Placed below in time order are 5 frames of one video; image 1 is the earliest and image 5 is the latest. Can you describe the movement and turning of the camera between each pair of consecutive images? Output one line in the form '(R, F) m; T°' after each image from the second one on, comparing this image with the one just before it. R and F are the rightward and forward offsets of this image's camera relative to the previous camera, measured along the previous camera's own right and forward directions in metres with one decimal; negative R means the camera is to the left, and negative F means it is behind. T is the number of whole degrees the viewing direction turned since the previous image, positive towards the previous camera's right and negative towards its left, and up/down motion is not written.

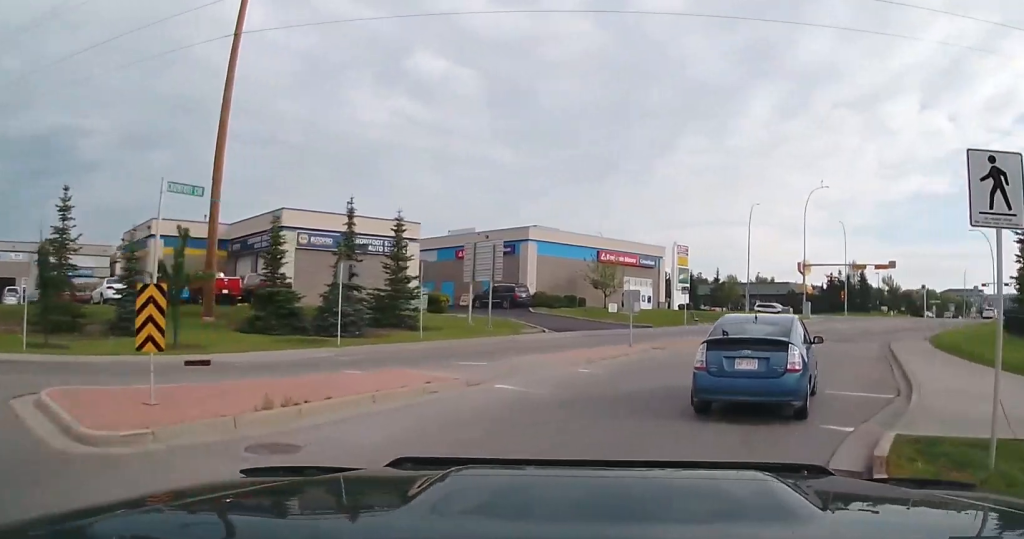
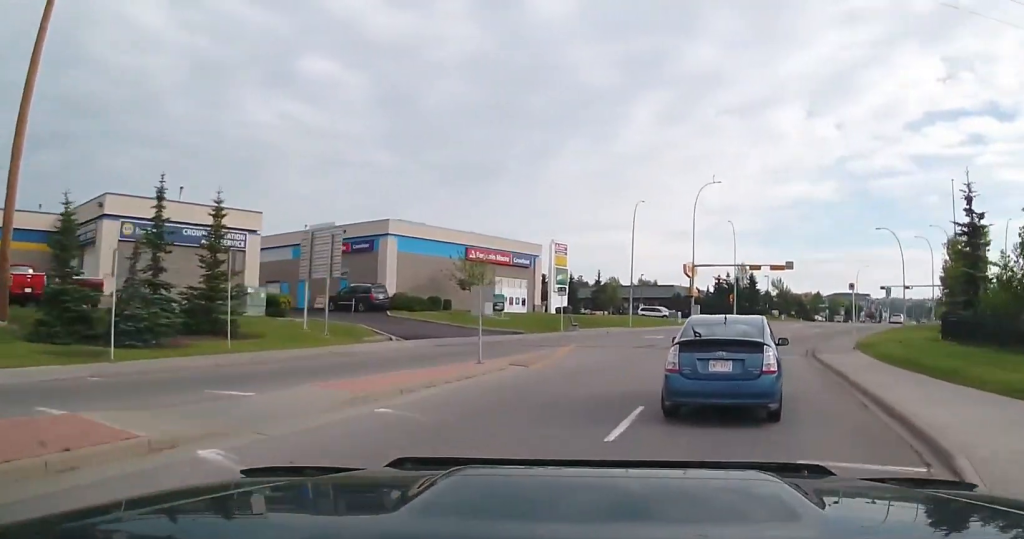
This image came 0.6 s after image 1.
(-0.4, +5.9) m; 0°
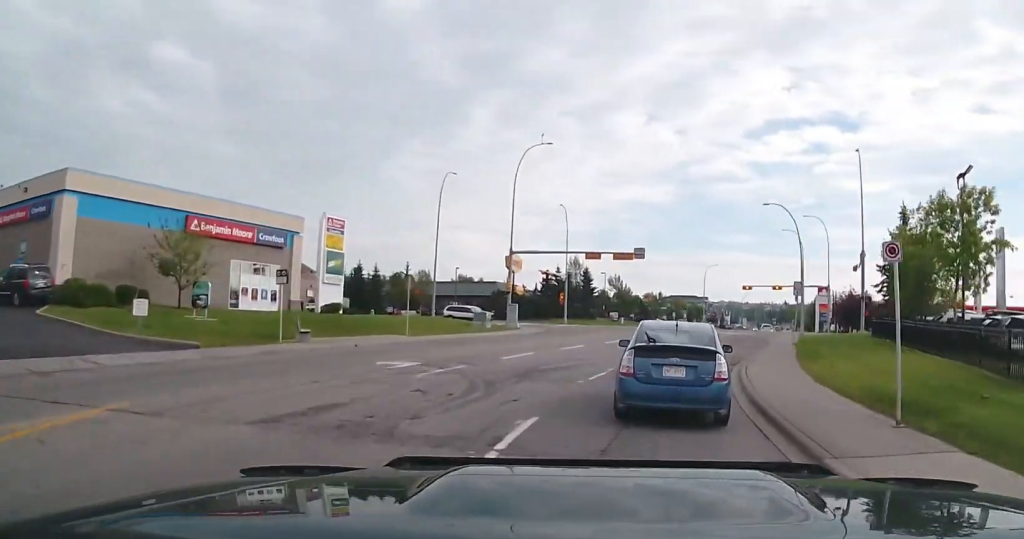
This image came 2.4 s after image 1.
(+1.6, +19.0) m; +10°
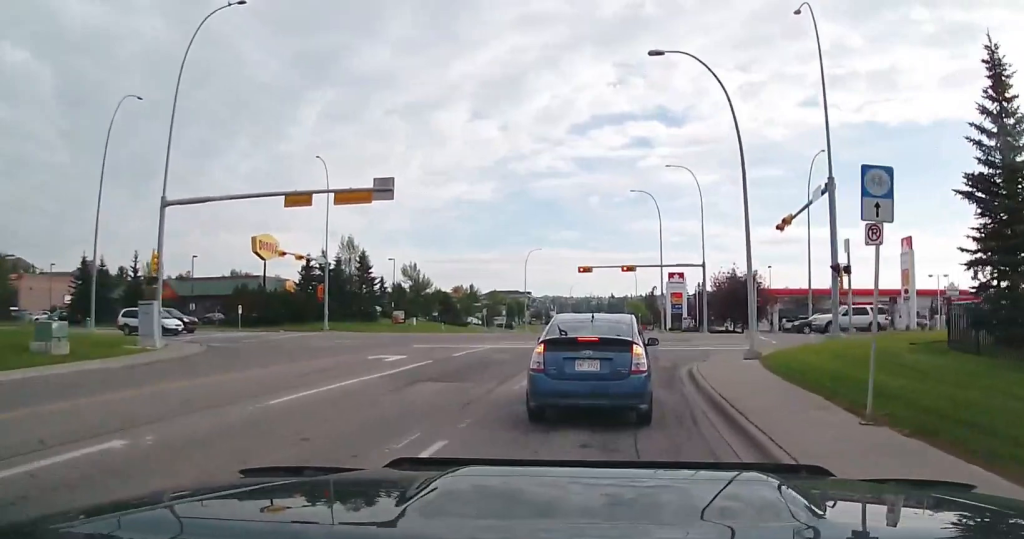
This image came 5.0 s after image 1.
(+4.6, +29.2) m; +15°
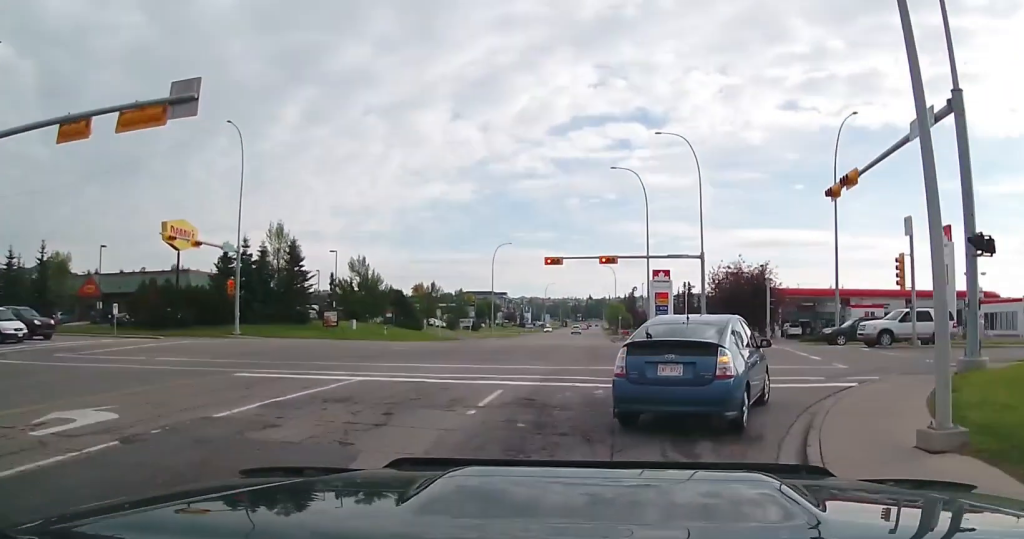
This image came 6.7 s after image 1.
(+0.8, +14.7) m; +6°
